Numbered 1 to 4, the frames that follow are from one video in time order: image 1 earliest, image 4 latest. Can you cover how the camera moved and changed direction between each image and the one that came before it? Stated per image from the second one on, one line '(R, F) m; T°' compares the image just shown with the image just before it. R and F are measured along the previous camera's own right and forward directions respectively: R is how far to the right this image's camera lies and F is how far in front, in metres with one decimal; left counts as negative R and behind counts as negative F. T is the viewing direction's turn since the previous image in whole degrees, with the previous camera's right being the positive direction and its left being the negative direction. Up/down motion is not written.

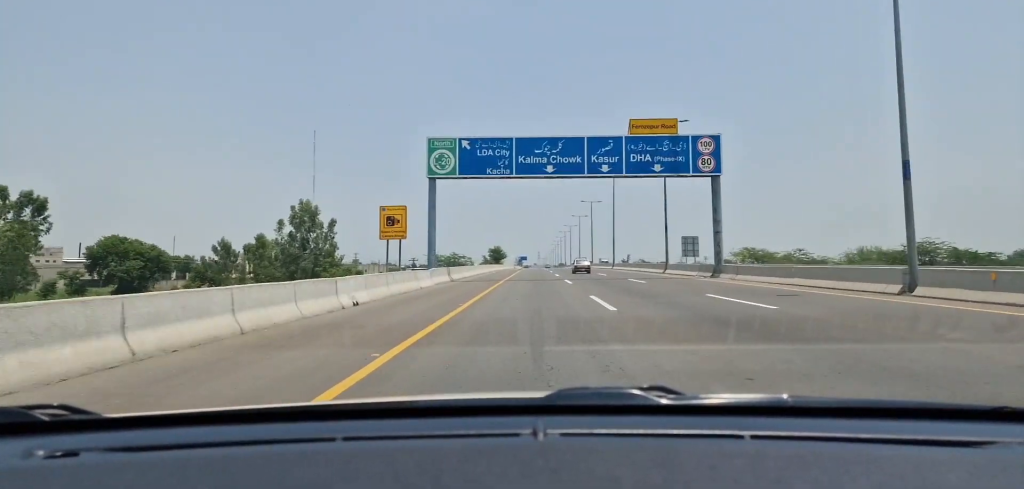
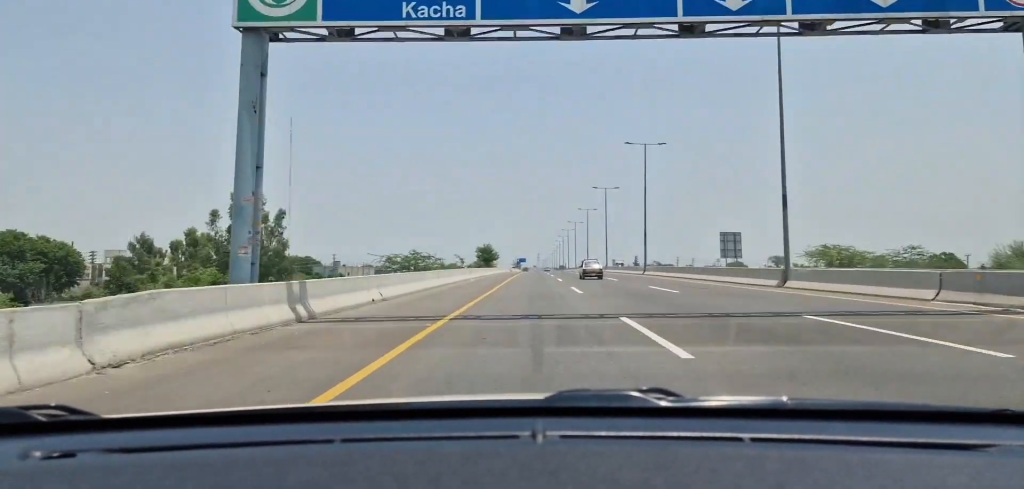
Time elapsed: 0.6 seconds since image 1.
(0.0, +24.7) m; 0°
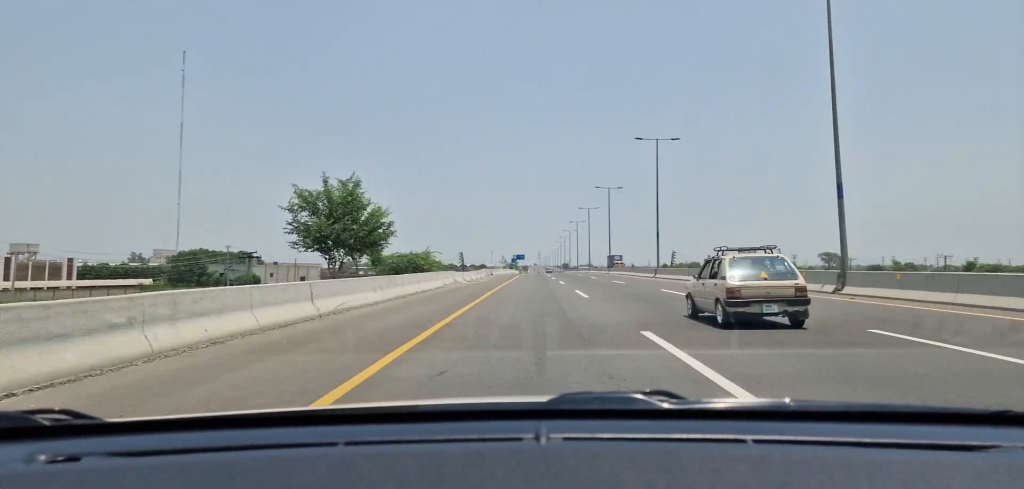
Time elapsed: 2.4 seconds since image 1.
(0.0, +75.5) m; 0°
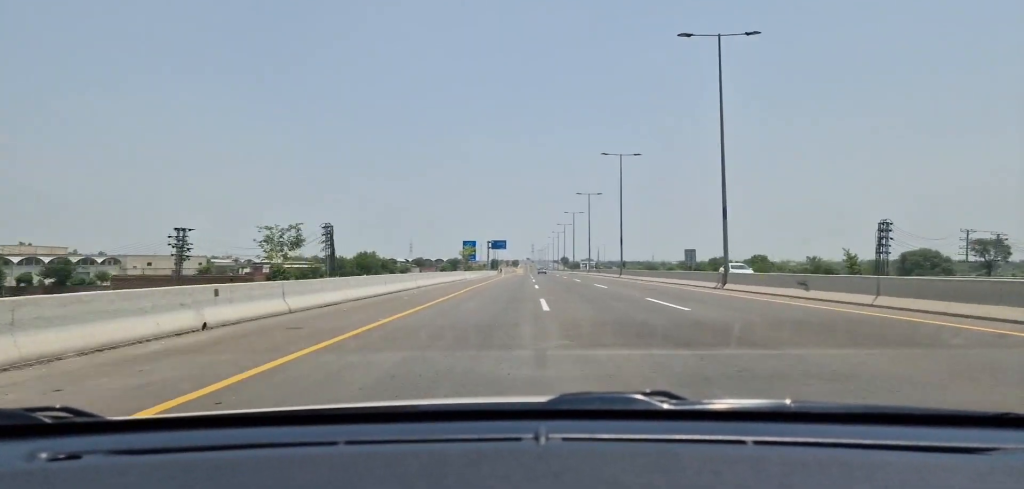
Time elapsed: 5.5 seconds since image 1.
(+1.1, +131.7) m; +1°
